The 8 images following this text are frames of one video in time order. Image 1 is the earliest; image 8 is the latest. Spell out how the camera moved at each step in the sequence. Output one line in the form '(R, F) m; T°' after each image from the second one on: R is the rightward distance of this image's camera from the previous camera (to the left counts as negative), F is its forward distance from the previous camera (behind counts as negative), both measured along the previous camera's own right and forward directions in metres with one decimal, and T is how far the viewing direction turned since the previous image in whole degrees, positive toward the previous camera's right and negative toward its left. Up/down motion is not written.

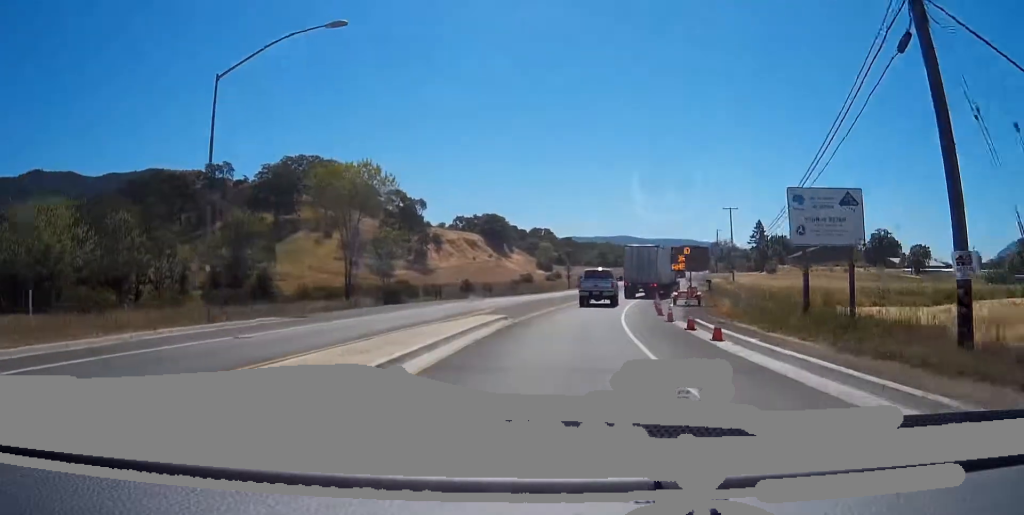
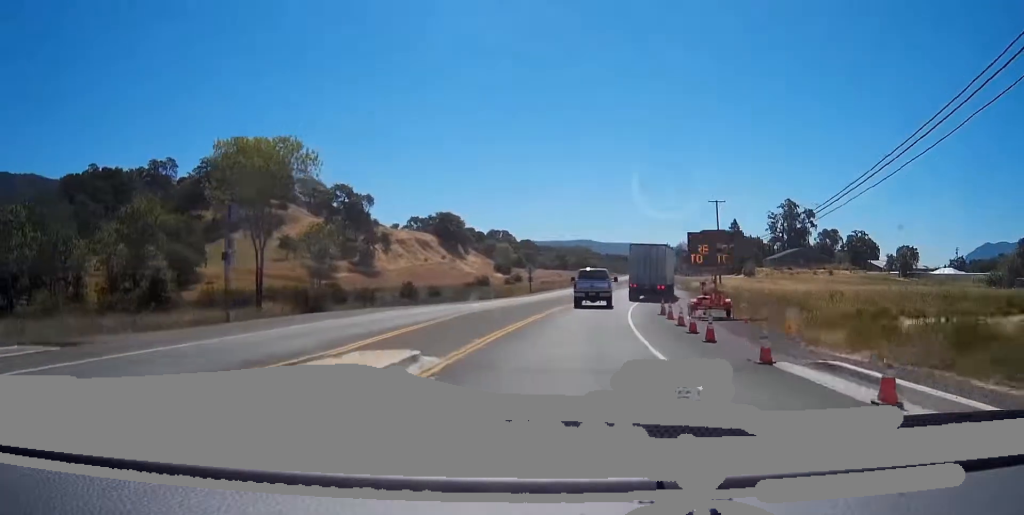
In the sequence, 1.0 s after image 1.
(+0.4, +14.7) m; +3°
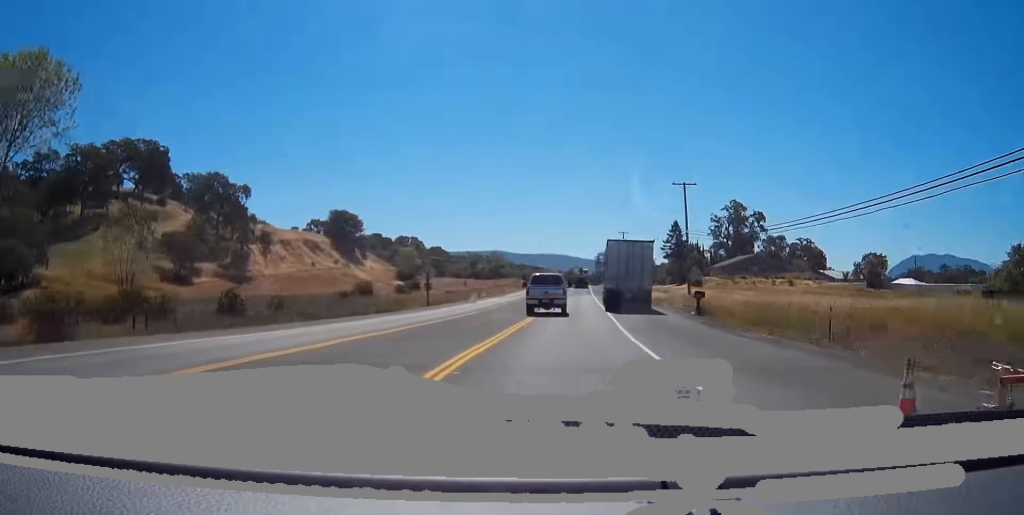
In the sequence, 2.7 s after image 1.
(+2.2, +26.5) m; +8°
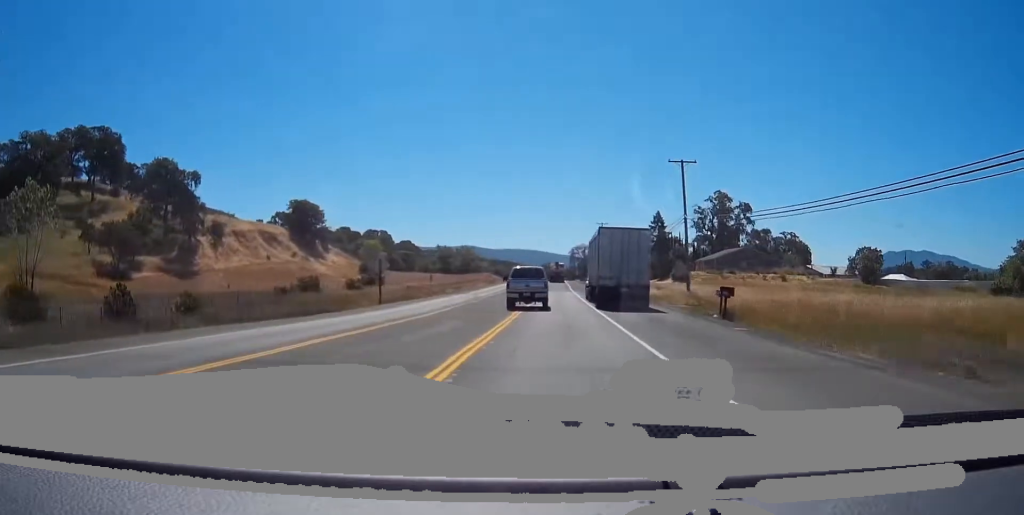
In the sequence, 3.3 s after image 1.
(+0.2, +10.8) m; +1°
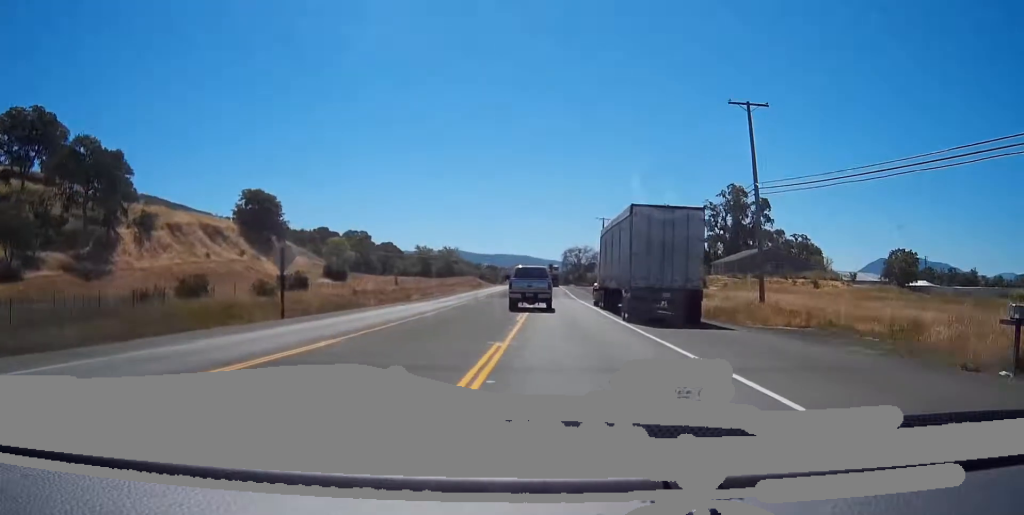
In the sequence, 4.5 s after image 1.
(0.0, +22.1) m; +1°
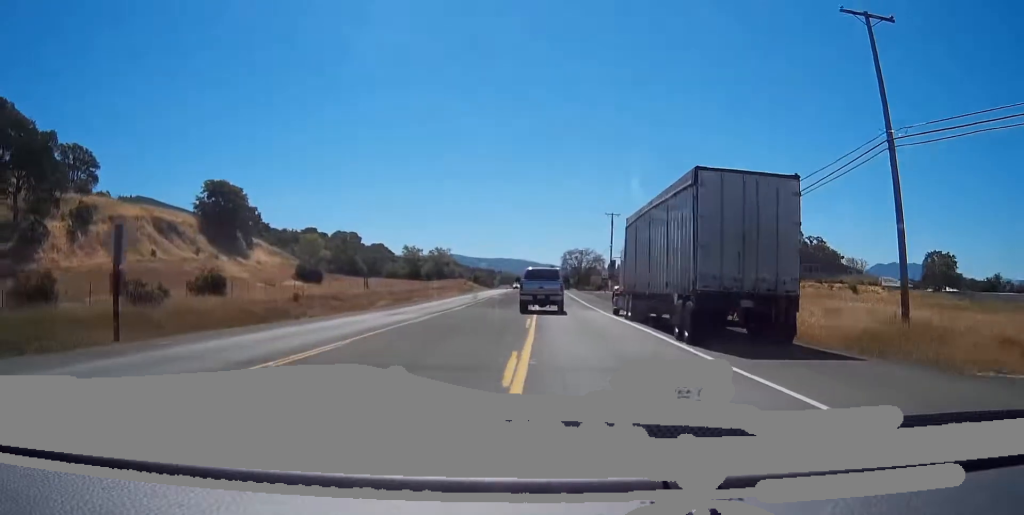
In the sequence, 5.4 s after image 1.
(+0.1, +16.3) m; +1°
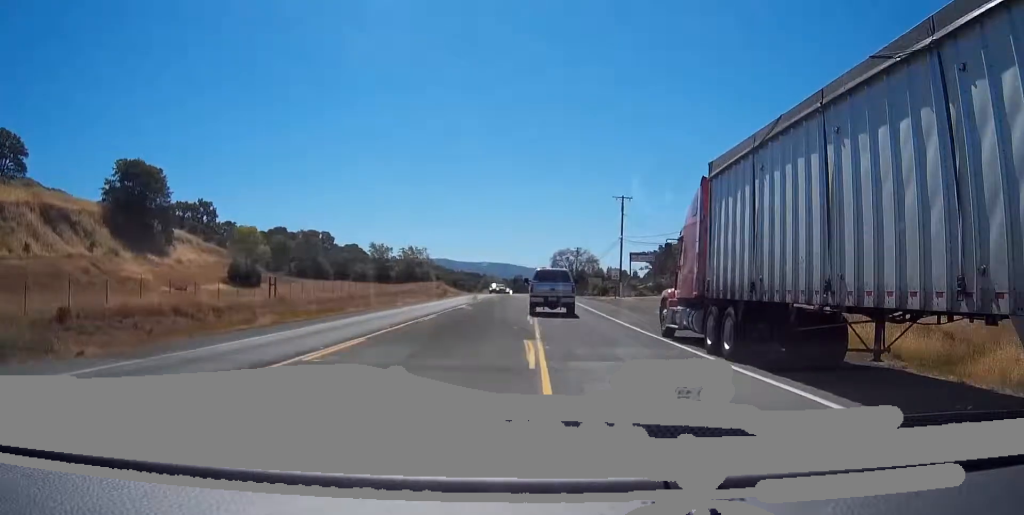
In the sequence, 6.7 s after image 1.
(+0.5, +25.4) m; +2°
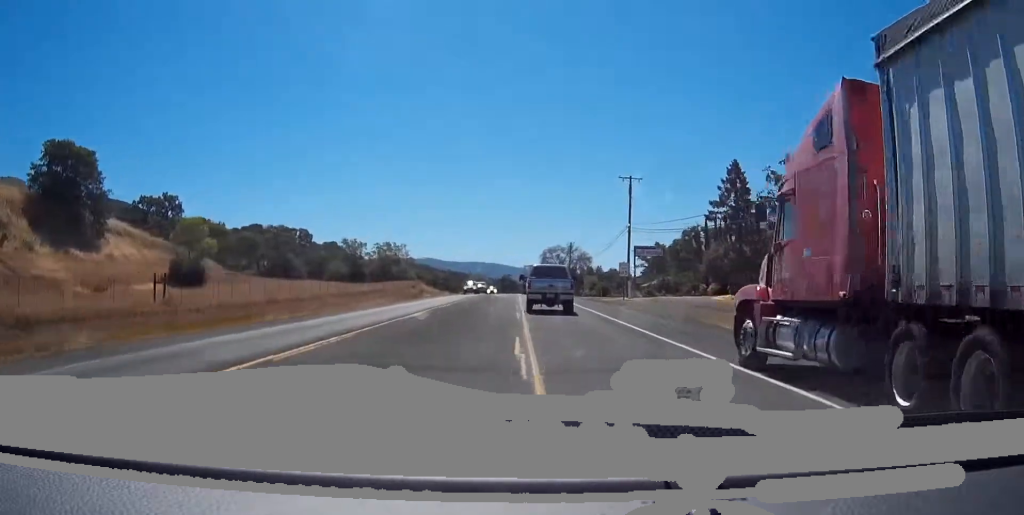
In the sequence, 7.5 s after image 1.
(+0.2, +15.3) m; +1°
